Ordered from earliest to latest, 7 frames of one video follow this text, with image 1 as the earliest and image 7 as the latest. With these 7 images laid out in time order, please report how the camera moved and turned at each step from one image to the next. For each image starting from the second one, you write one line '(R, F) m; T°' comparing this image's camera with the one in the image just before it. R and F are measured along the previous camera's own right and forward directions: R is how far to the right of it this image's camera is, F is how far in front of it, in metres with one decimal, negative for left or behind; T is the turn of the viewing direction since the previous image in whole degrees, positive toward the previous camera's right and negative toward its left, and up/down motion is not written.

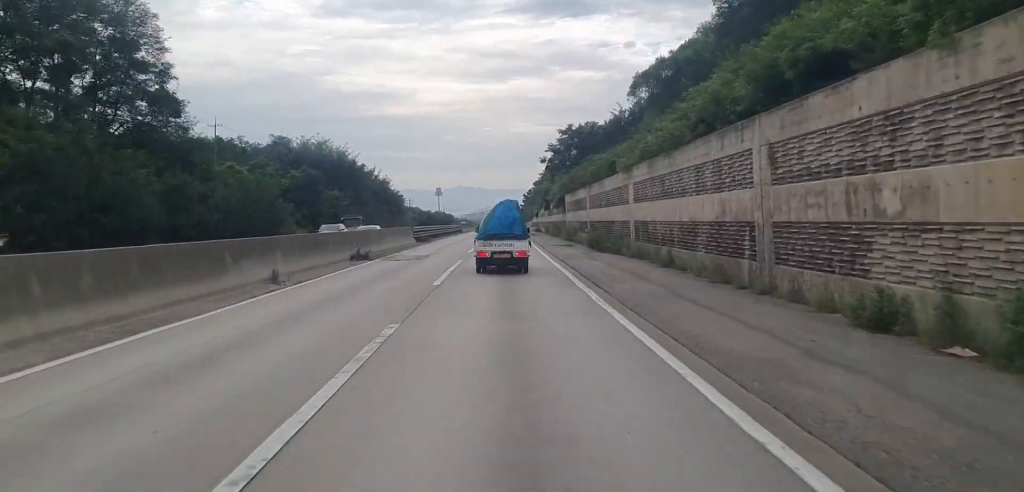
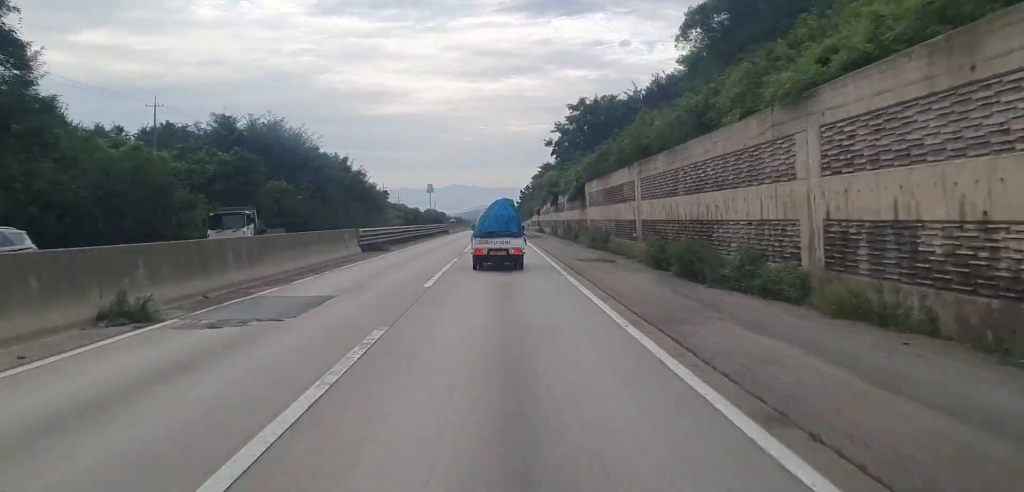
(0.0, +20.6) m; +1°
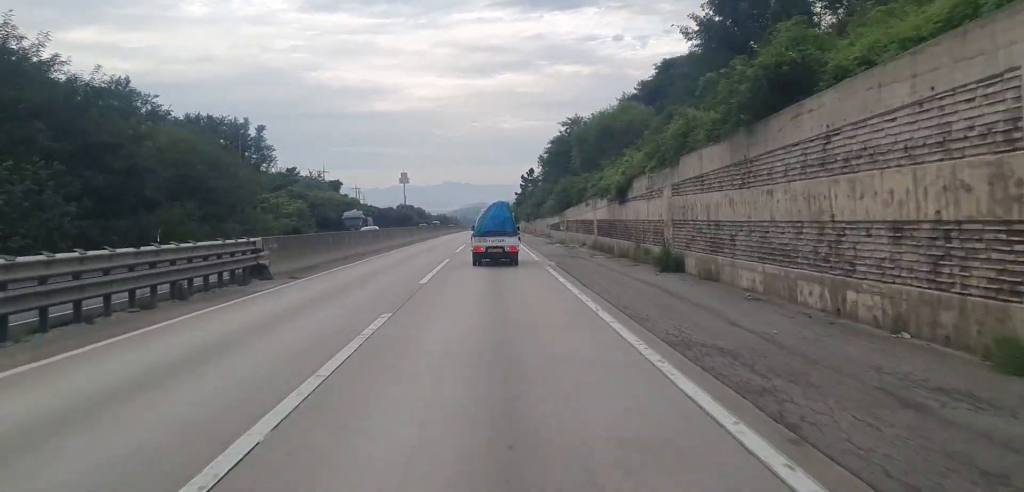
(+1.0, +78.8) m; 0°
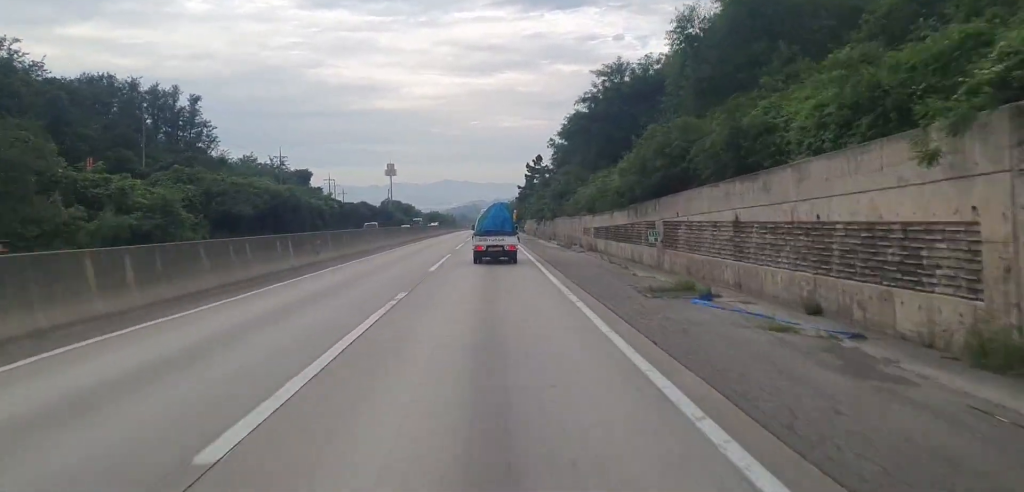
(0.0, +34.0) m; 0°
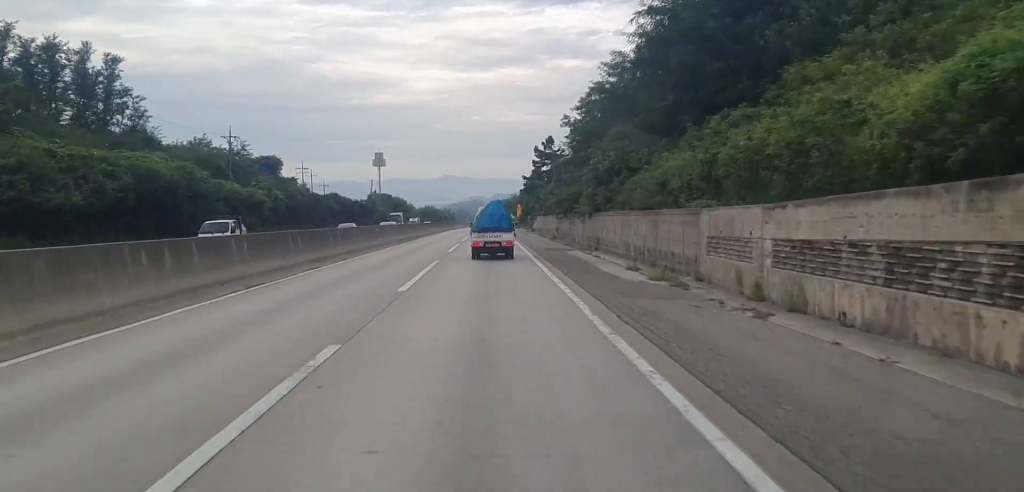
(0.0, +25.7) m; 0°
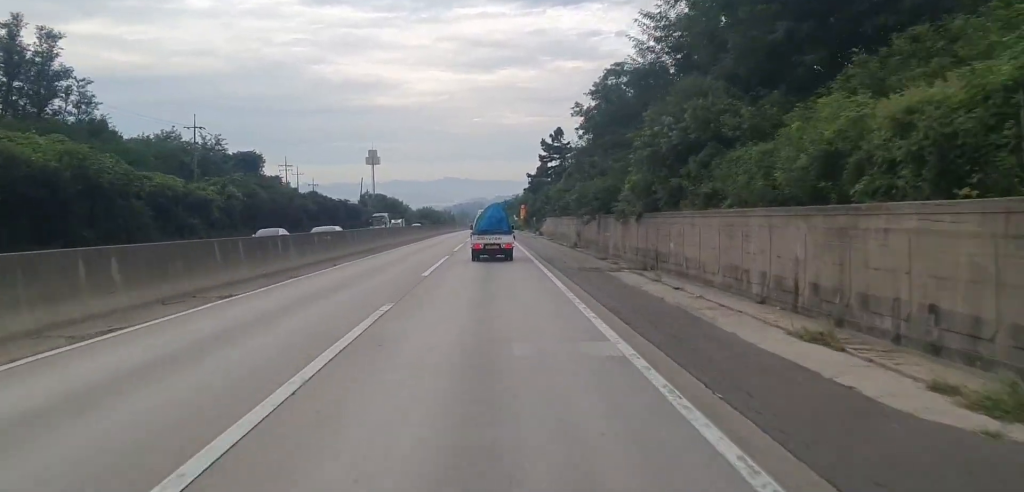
(0.0, +13.3) m; 0°
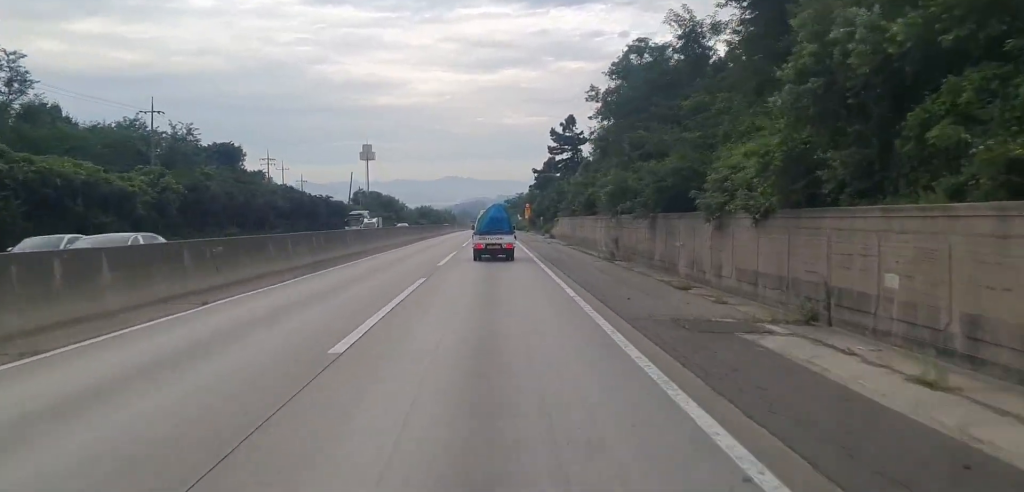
(0.0, +13.5) m; 0°
